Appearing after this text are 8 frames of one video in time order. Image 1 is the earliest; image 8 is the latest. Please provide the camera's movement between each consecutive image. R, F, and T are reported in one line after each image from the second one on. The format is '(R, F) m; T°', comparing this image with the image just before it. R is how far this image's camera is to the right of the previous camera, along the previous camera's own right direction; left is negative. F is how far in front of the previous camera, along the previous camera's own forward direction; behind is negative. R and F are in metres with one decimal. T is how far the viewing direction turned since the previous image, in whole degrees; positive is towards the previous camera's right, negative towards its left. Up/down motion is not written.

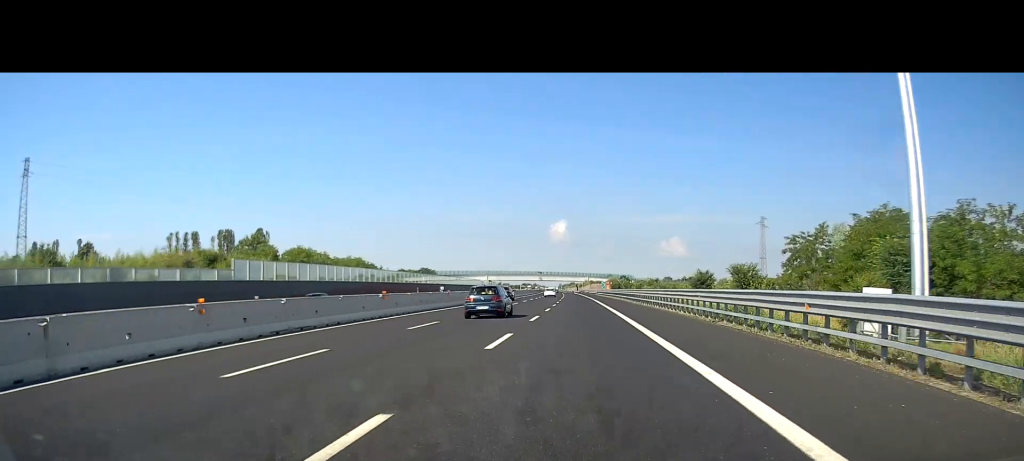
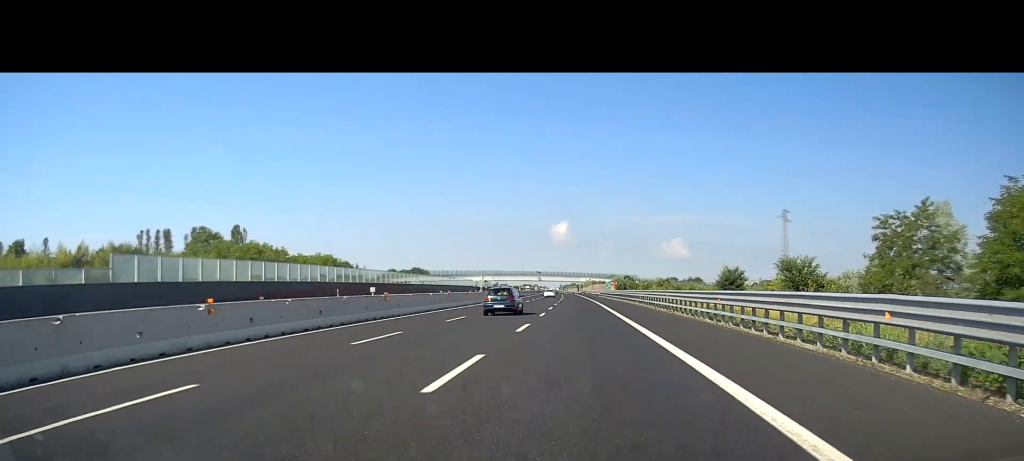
(+0.2, +17.6) m; +1°
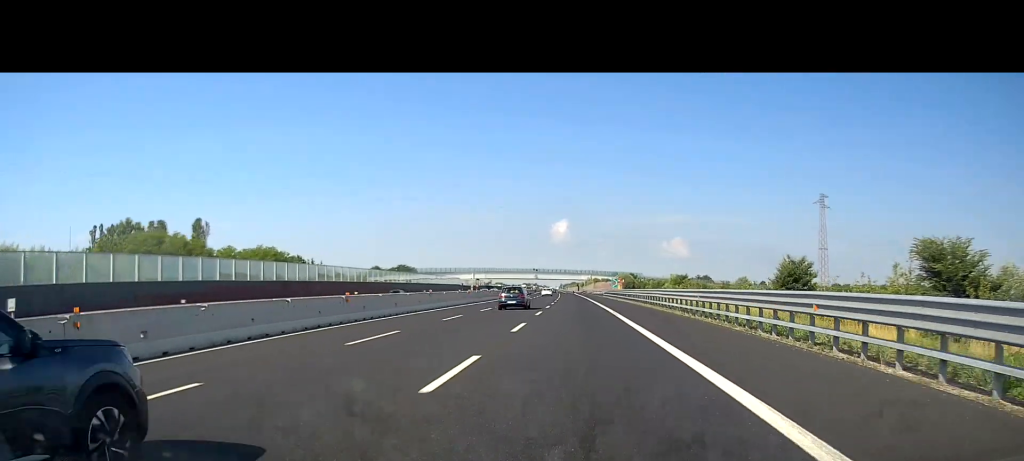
(+0.1, +23.6) m; 0°
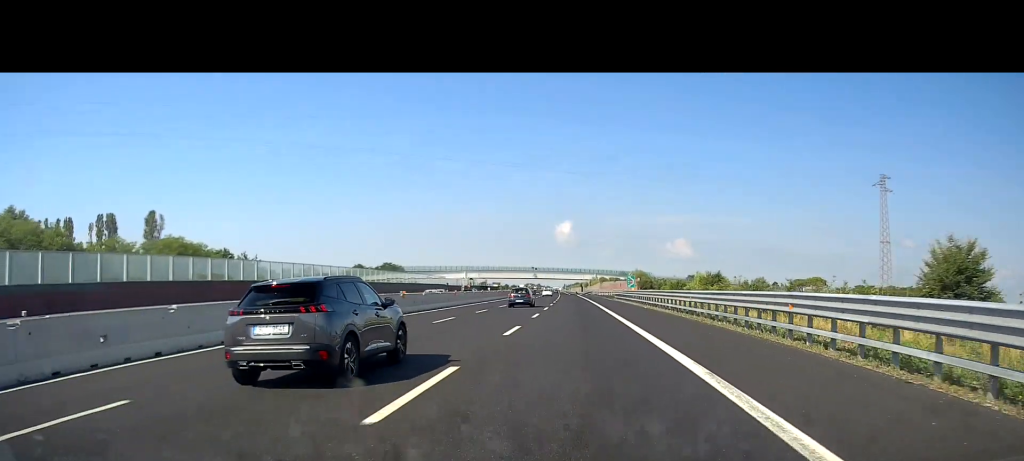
(0.0, +25.3) m; -1°
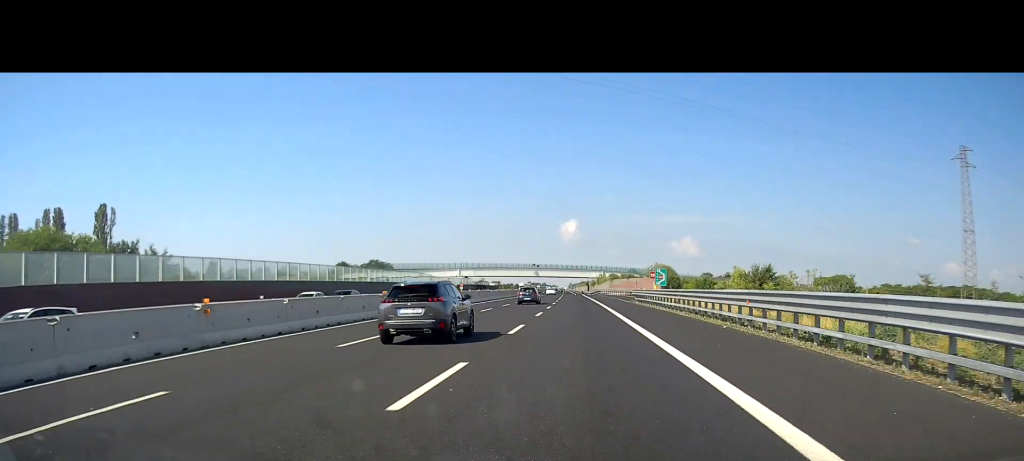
(-0.2, +22.8) m; 0°
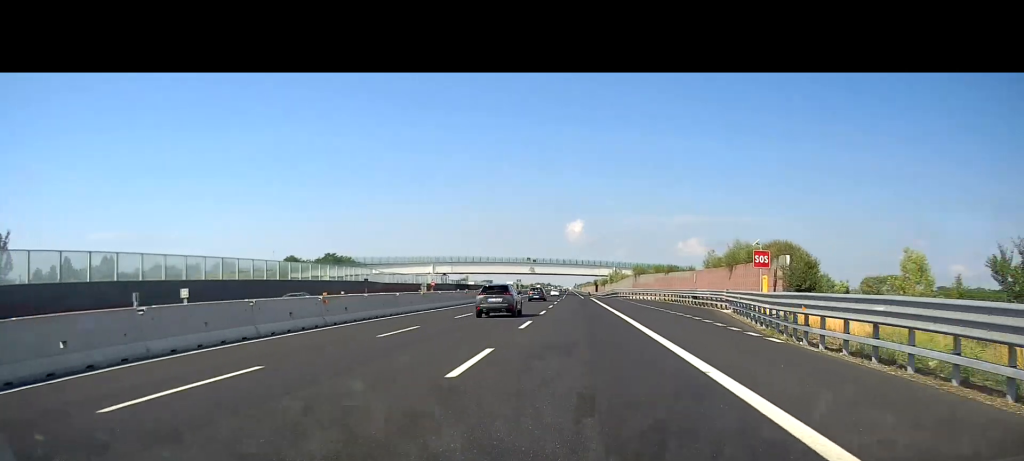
(+0.1, +44.7) m; 0°
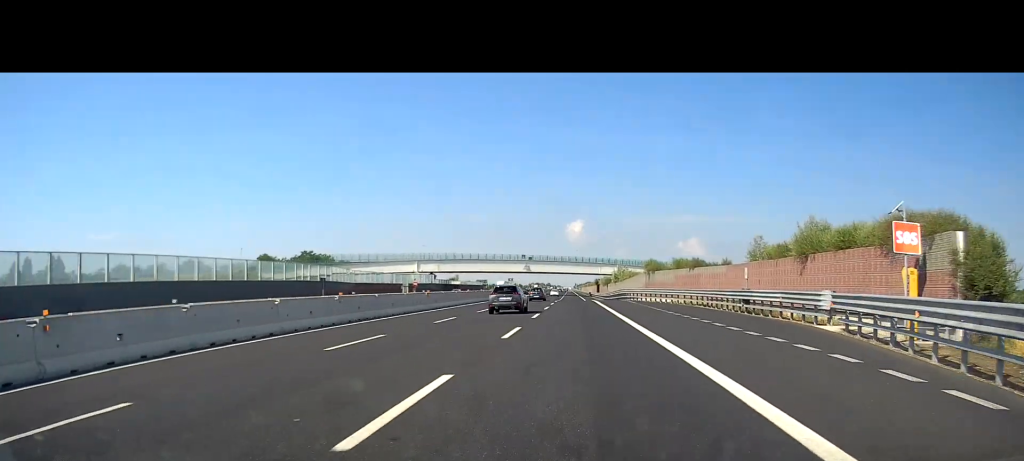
(-0.2, +15.8) m; -1°
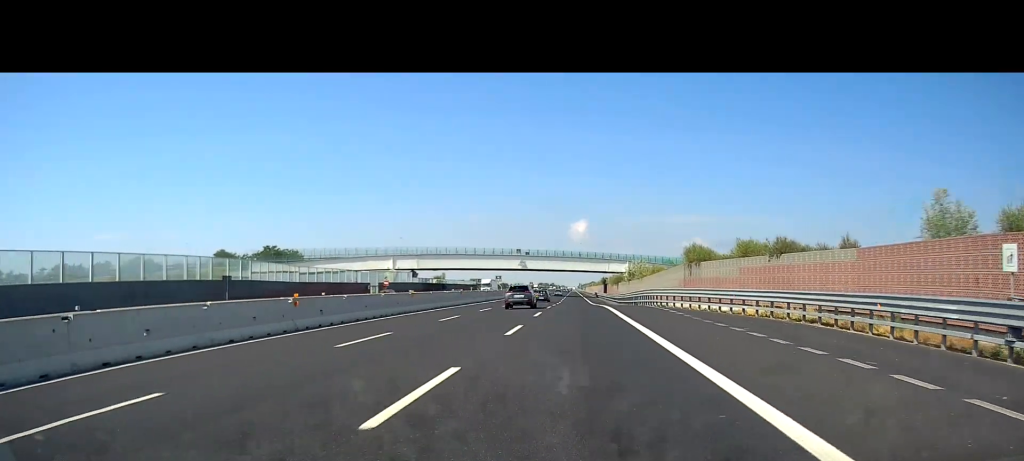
(-0.1, +22.9) m; -1°
